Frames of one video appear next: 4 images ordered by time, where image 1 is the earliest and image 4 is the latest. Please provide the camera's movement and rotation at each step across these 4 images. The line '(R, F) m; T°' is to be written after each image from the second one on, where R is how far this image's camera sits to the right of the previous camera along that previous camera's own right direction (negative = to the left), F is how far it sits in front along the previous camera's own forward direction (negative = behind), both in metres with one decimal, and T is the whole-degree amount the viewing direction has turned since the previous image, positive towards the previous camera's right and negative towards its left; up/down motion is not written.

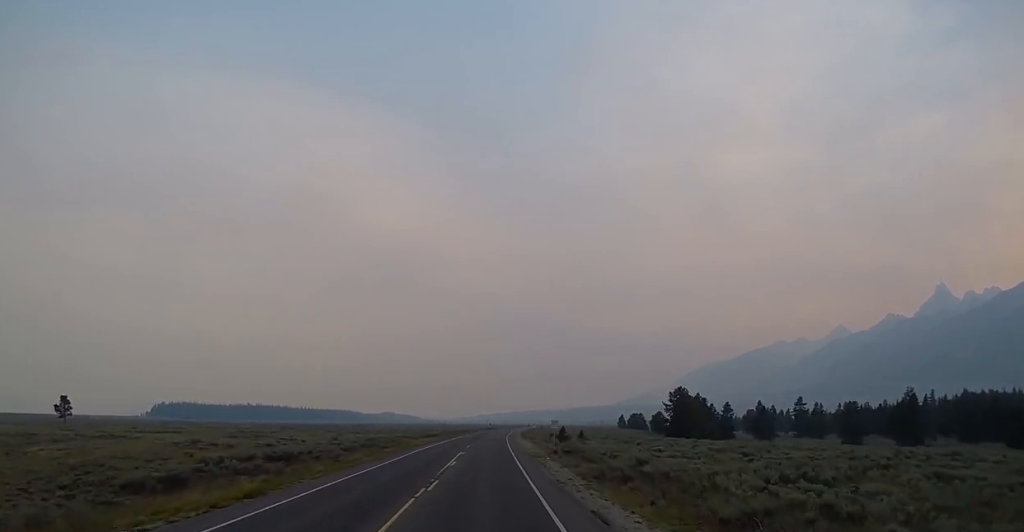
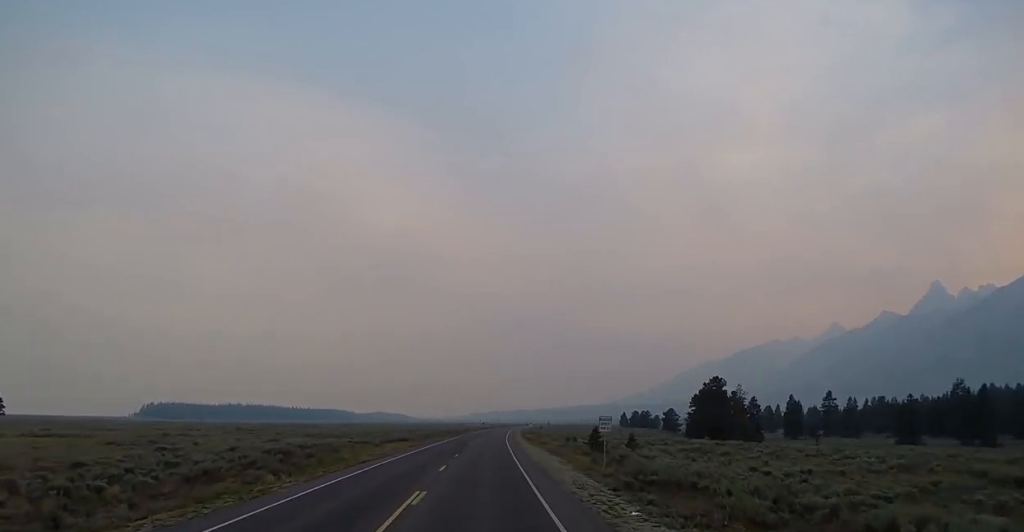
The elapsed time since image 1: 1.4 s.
(+0.1, +29.0) m; 0°
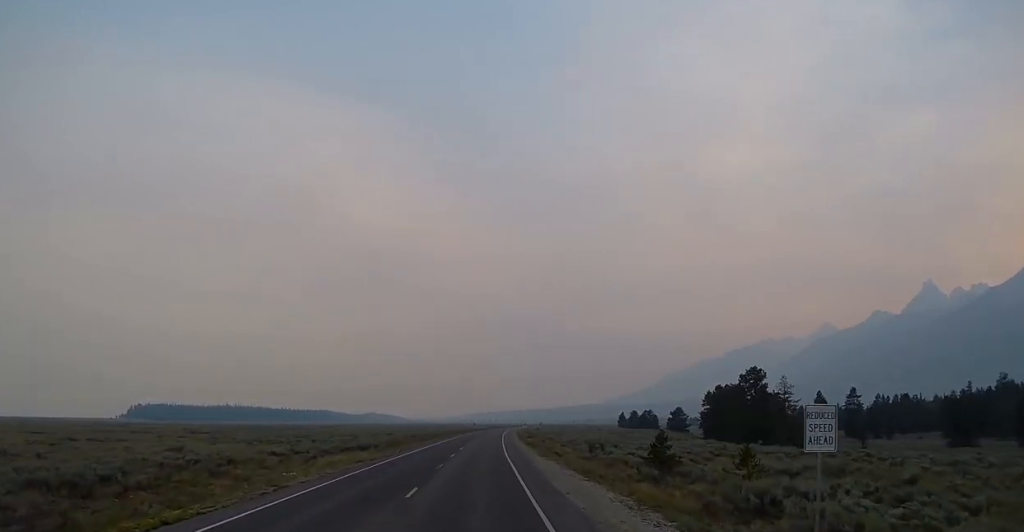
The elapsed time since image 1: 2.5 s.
(+0.1, +22.9) m; 0°
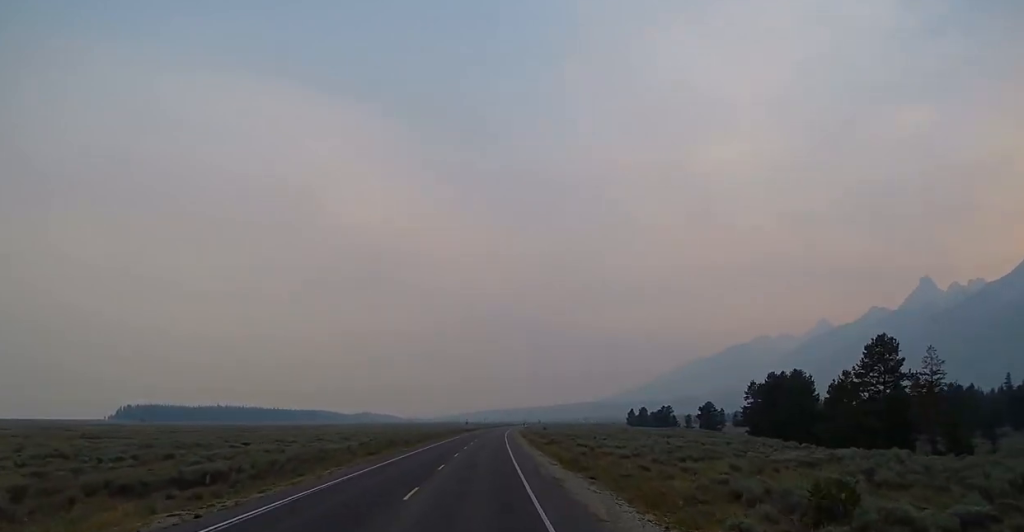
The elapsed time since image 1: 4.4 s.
(+0.1, +35.8) m; +1°
